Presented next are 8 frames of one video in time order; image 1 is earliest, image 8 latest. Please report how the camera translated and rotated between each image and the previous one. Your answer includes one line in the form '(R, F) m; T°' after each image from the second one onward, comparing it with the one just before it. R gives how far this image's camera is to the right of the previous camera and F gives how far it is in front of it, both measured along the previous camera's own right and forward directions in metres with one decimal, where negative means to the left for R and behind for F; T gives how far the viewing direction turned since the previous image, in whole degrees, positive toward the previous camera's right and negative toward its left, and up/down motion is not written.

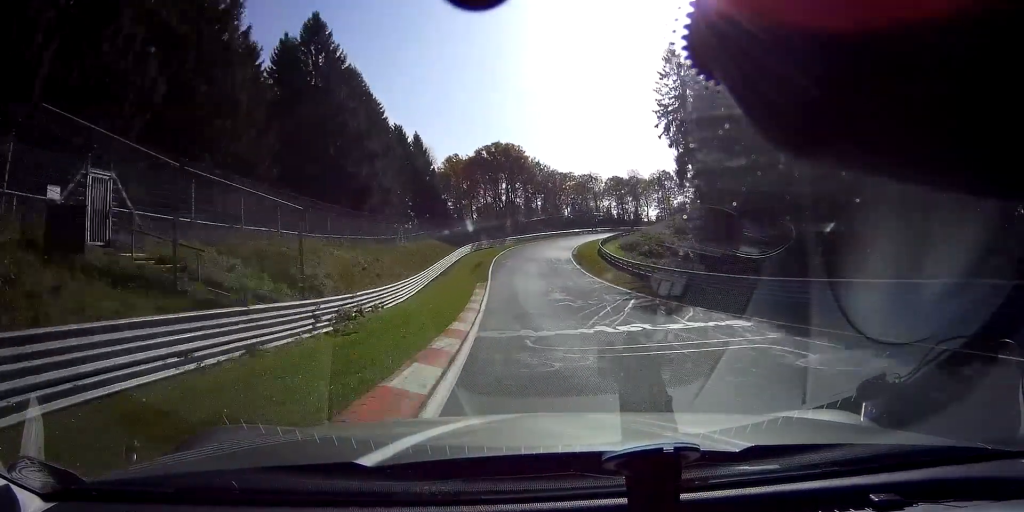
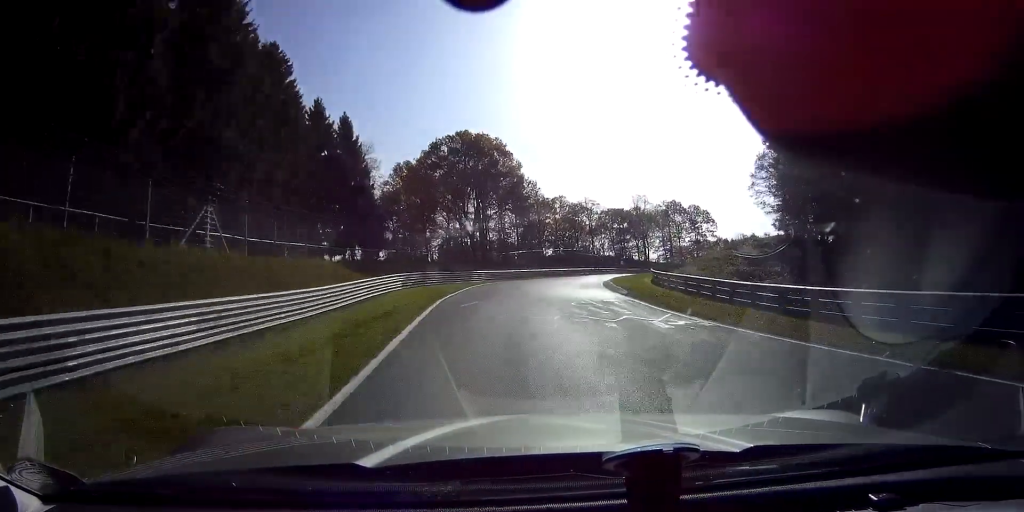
(+0.8, +32.2) m; +6°
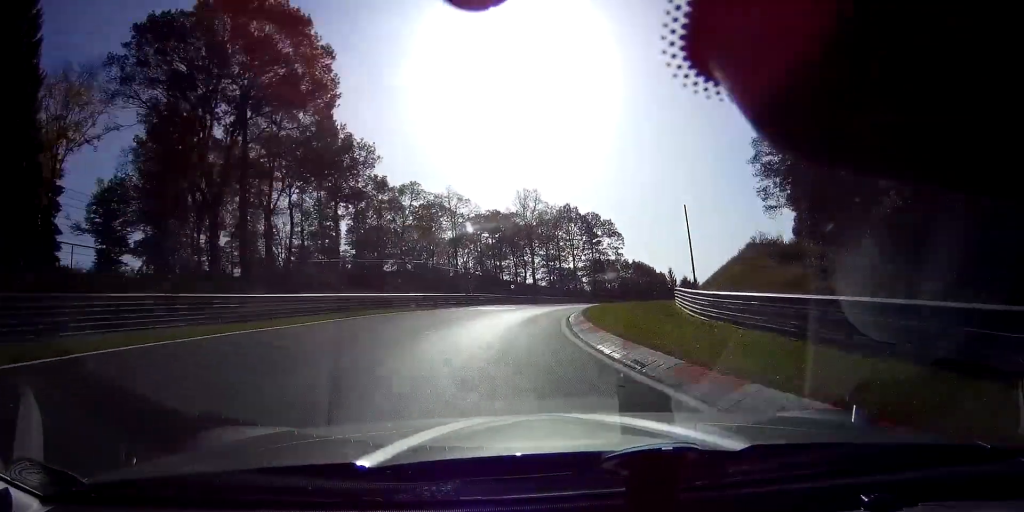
(+3.1, +35.5) m; +14°
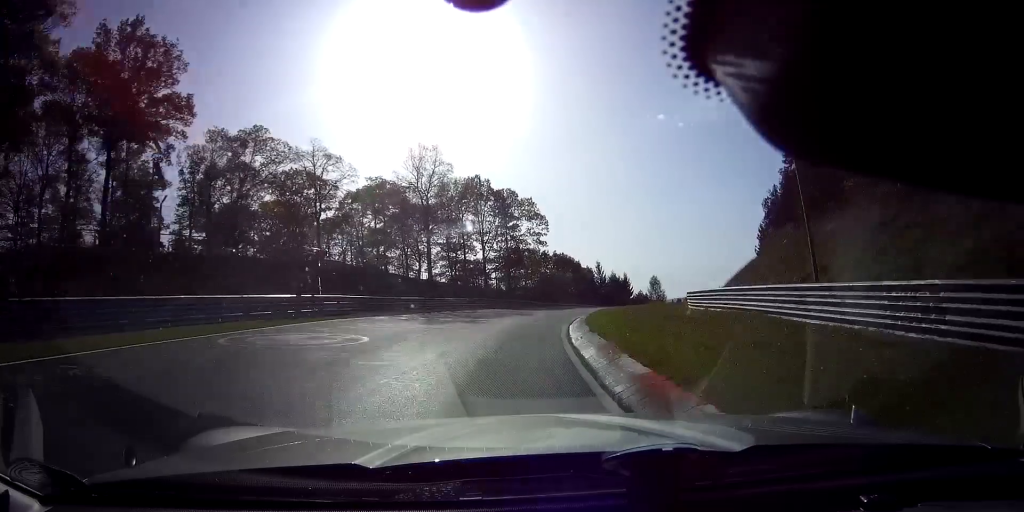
(+2.9, +22.4) m; +12°
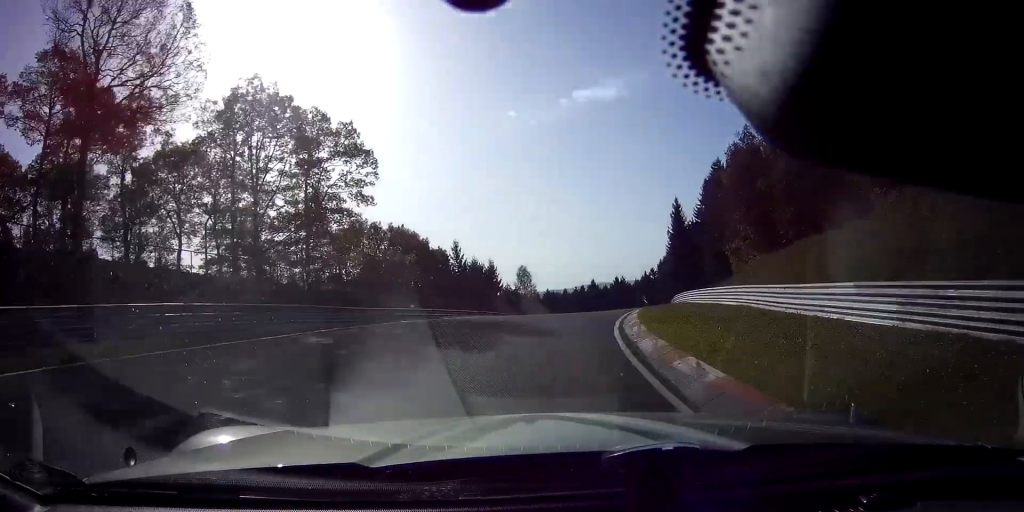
(+4.8, +33.1) m; +16°
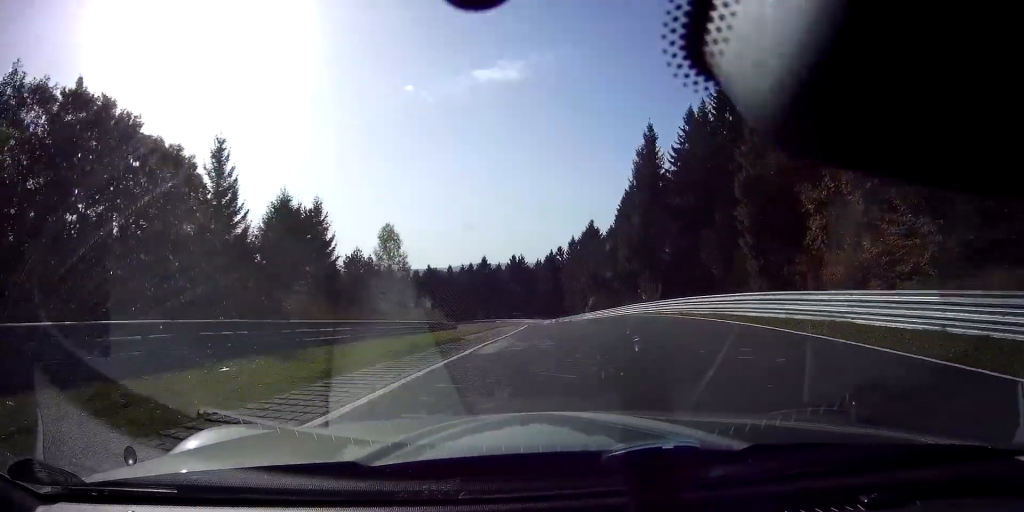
(+4.7, +38.0) m; +12°
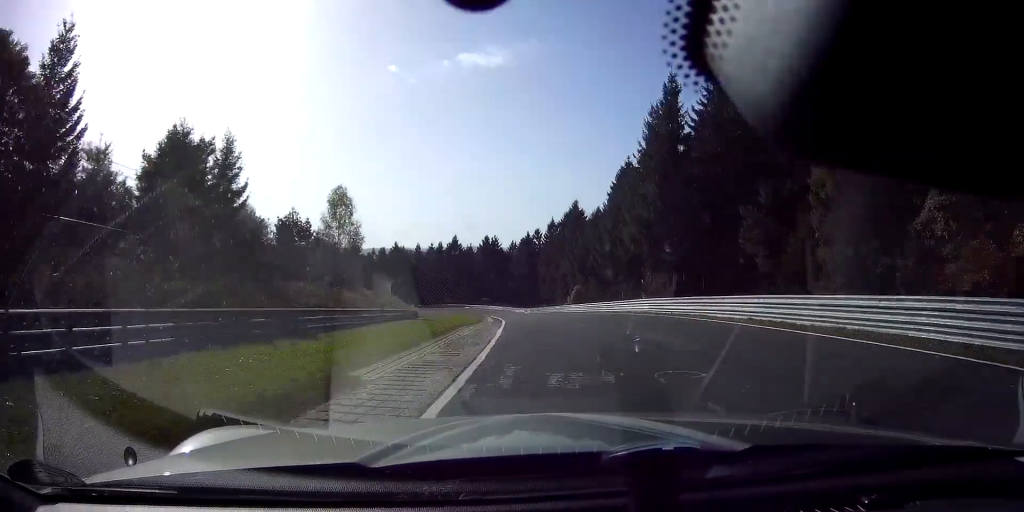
(+0.6, +12.2) m; +2°
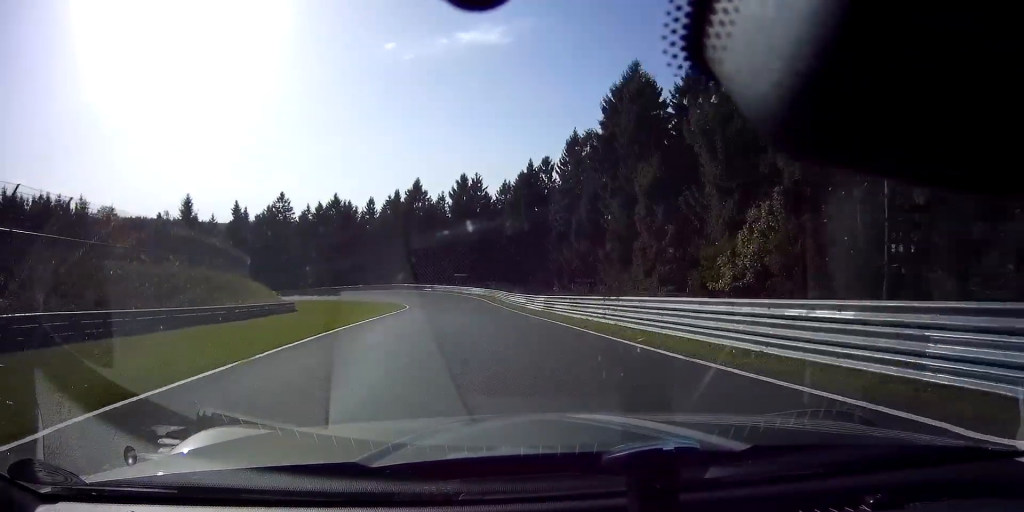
(+1.9, +60.1) m; -1°
